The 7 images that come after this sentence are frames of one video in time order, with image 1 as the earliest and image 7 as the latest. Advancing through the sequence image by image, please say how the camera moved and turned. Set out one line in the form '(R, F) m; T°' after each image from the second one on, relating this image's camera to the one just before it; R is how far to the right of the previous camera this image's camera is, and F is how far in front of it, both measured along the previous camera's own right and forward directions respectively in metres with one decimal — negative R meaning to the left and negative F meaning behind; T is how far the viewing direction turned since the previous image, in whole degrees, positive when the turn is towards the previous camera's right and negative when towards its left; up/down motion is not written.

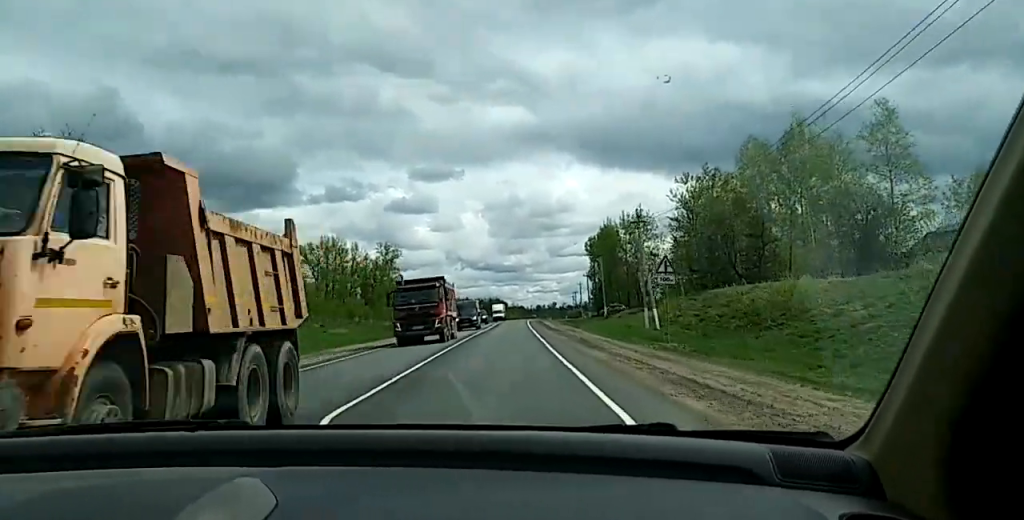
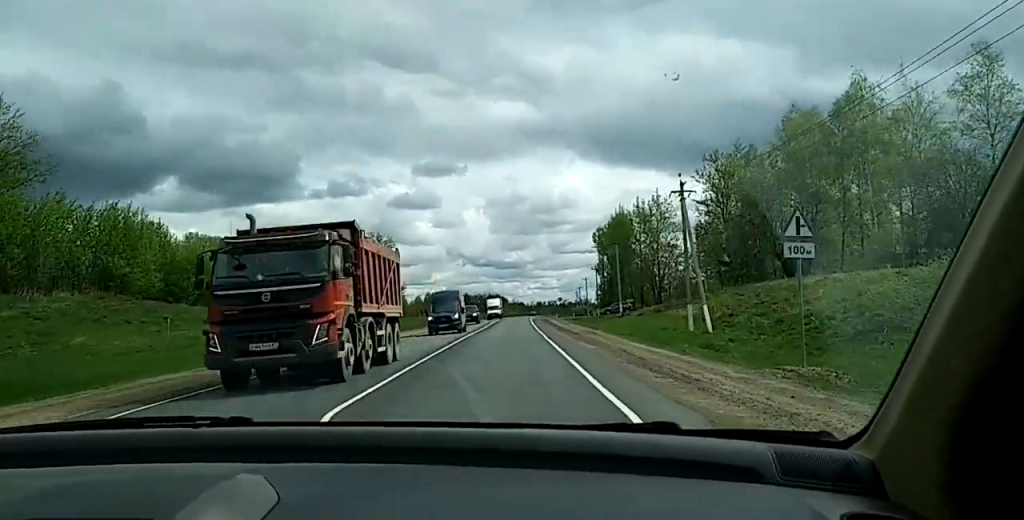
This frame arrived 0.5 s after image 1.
(+0.3, +13.7) m; +1°
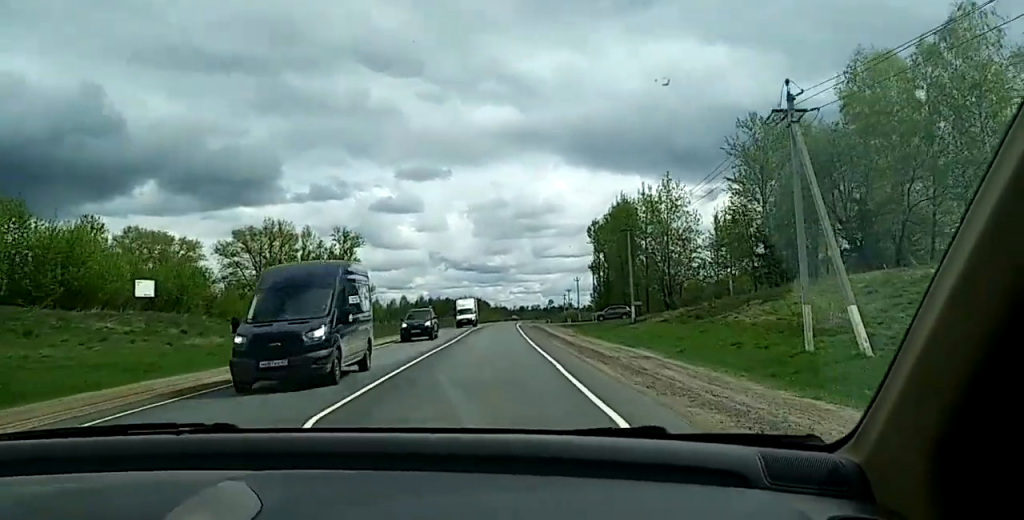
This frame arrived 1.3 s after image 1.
(+0.2, +20.7) m; +1°
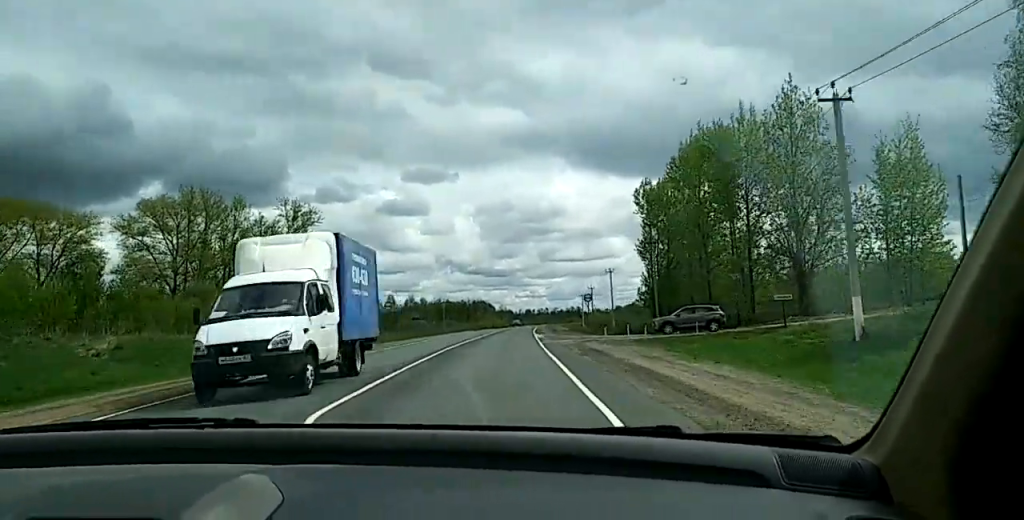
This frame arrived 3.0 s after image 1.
(+0.2, +50.9) m; +1°
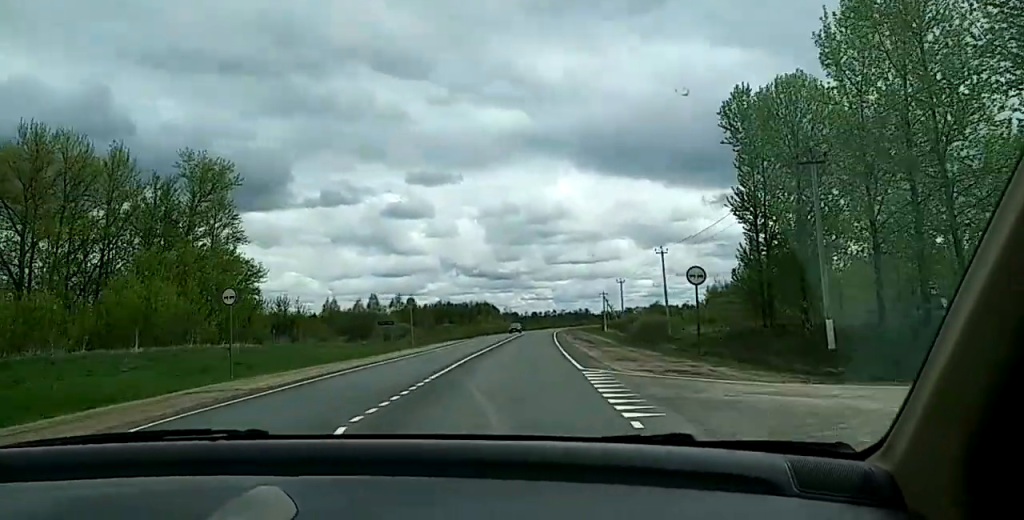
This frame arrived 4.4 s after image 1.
(+0.1, +48.7) m; 0°
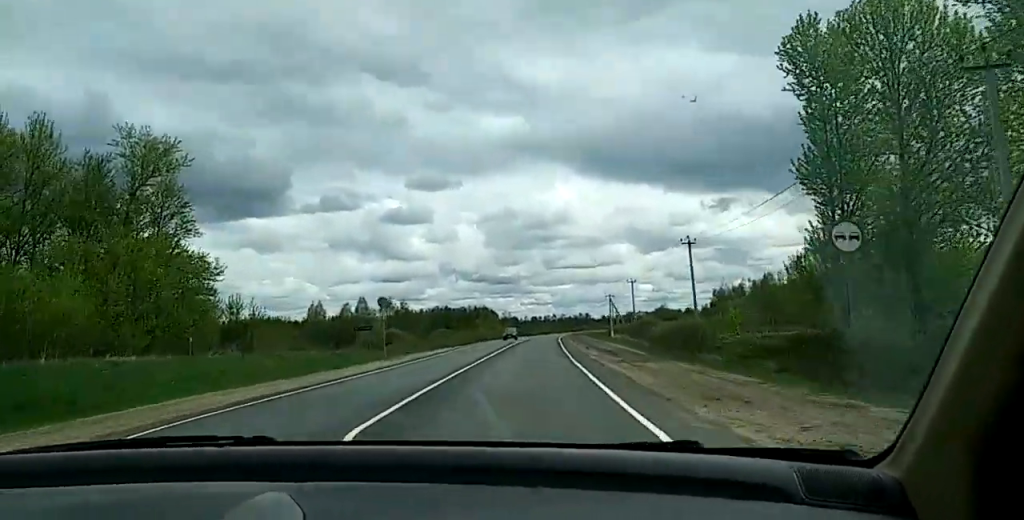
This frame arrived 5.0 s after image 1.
(-0.2, +16.1) m; 0°
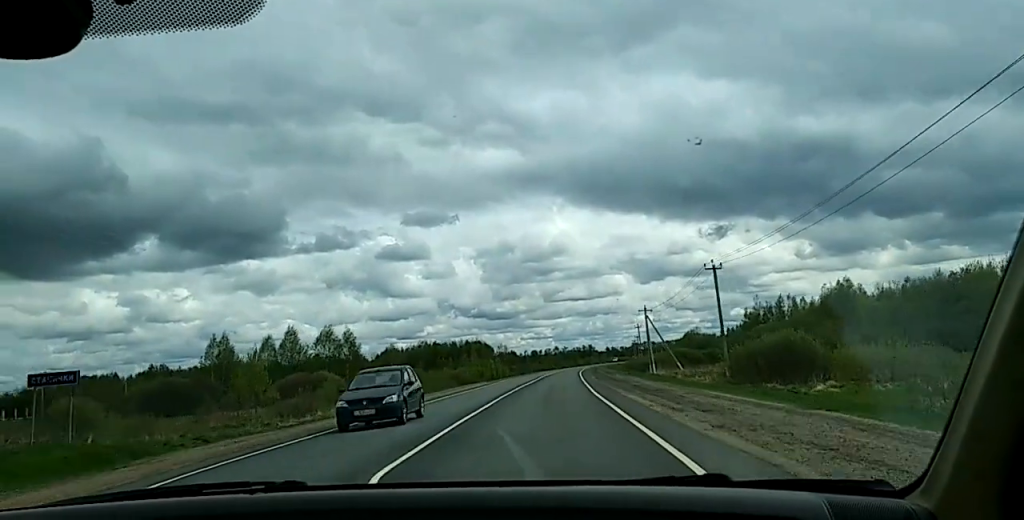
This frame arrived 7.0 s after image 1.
(+1.0, +49.9) m; +2°
